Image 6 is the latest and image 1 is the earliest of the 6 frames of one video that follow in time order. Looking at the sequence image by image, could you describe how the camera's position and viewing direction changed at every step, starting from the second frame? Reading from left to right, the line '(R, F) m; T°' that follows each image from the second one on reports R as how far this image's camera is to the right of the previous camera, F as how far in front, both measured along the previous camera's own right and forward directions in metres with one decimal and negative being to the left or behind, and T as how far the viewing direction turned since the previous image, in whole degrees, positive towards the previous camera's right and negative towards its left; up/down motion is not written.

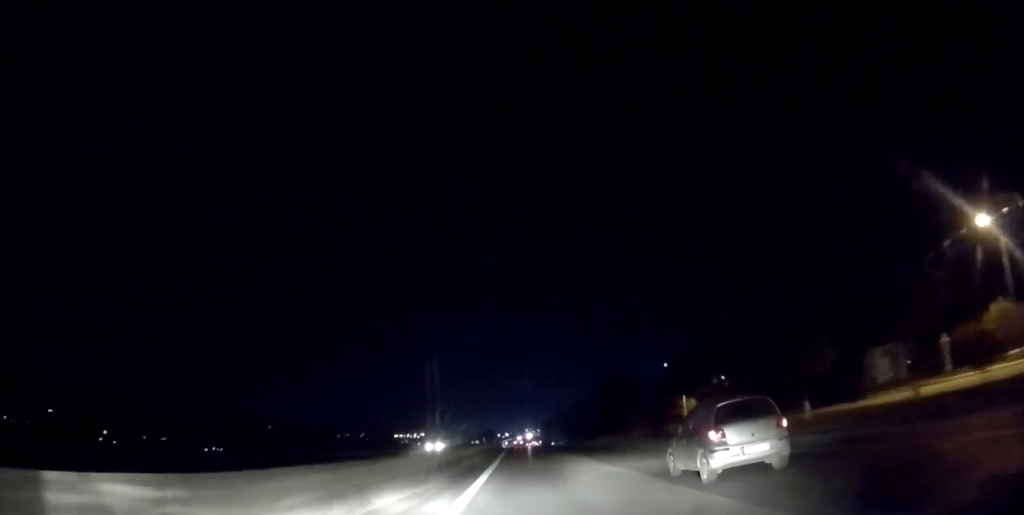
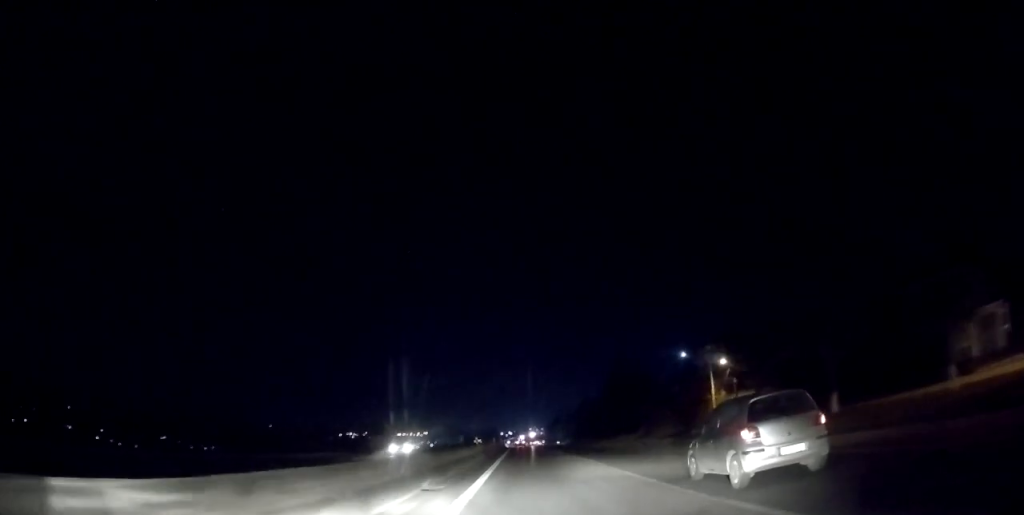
(-0.2, +10.6) m; -1°
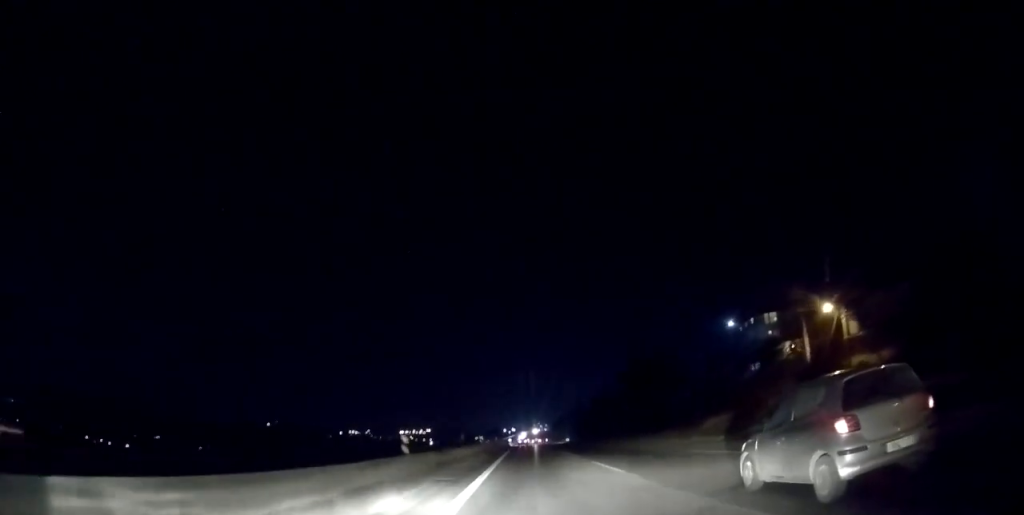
(-0.3, +22.7) m; -1°
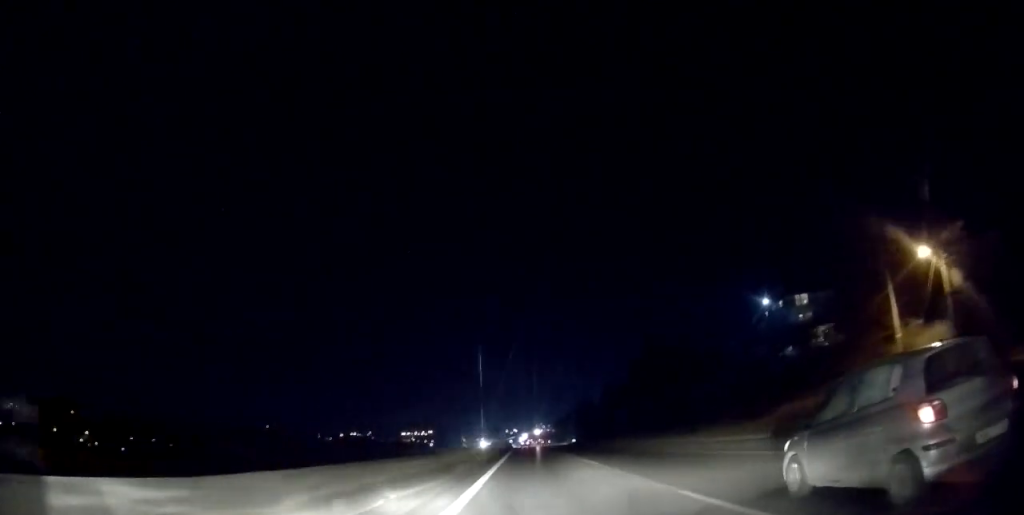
(-0.2, +11.7) m; 0°
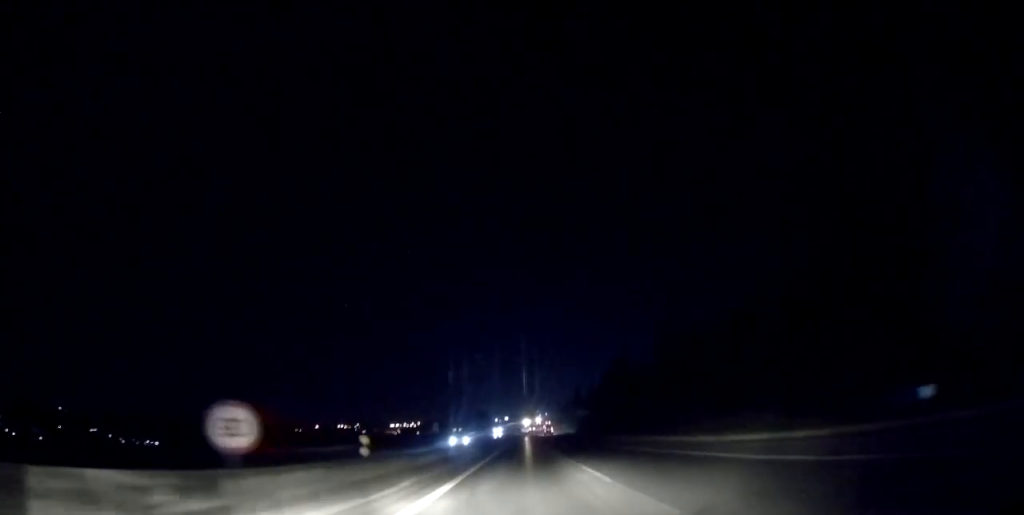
(+2.1, +118.7) m; +1°
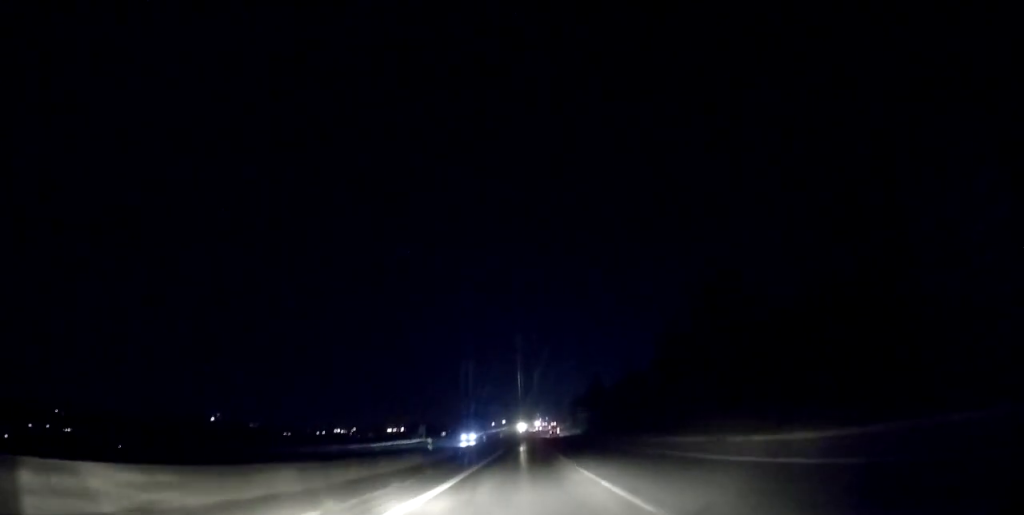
(-0.6, +42.5) m; -1°
